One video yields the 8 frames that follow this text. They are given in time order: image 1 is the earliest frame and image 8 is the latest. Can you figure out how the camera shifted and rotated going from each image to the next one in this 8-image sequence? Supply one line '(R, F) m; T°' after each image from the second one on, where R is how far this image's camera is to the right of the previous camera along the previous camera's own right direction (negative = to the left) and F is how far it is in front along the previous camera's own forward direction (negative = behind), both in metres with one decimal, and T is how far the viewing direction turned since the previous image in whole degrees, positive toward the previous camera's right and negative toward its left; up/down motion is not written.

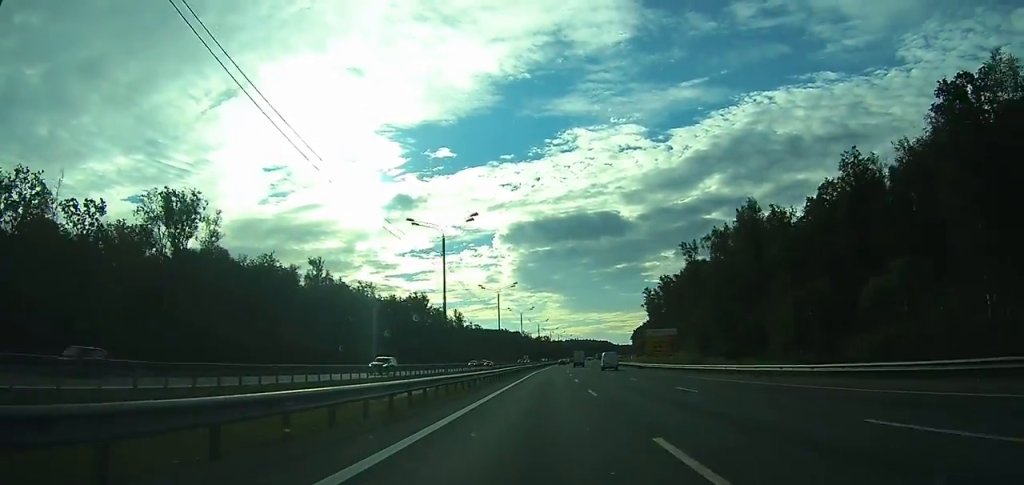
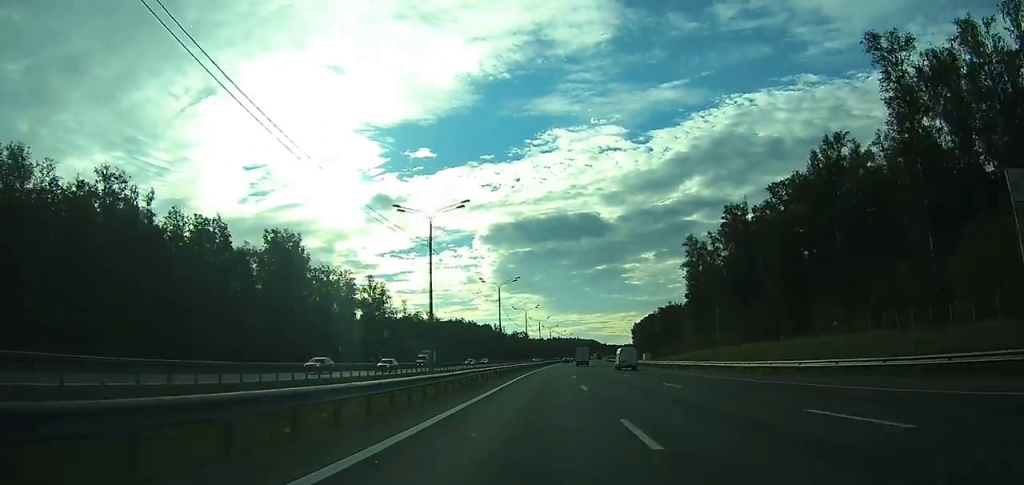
(+1.9, +90.9) m; +2°
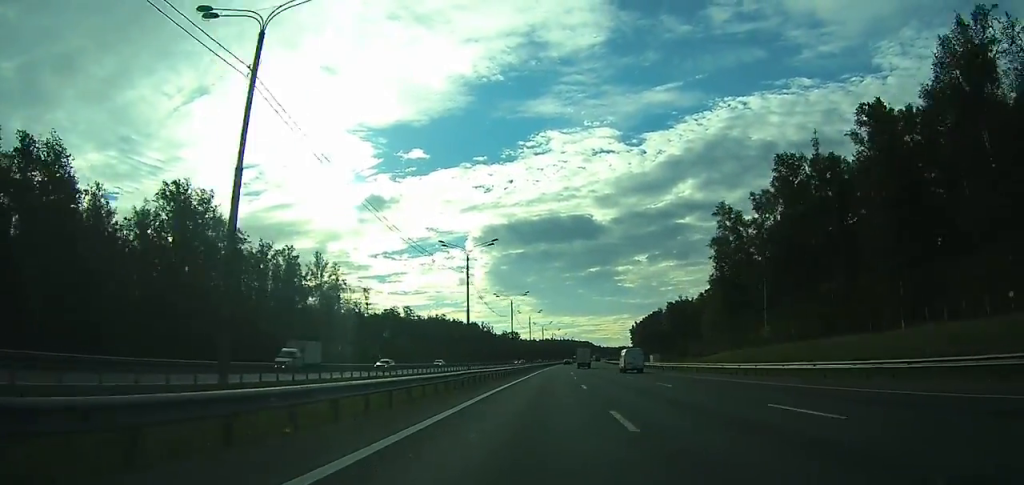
(+0.2, +27.3) m; +1°
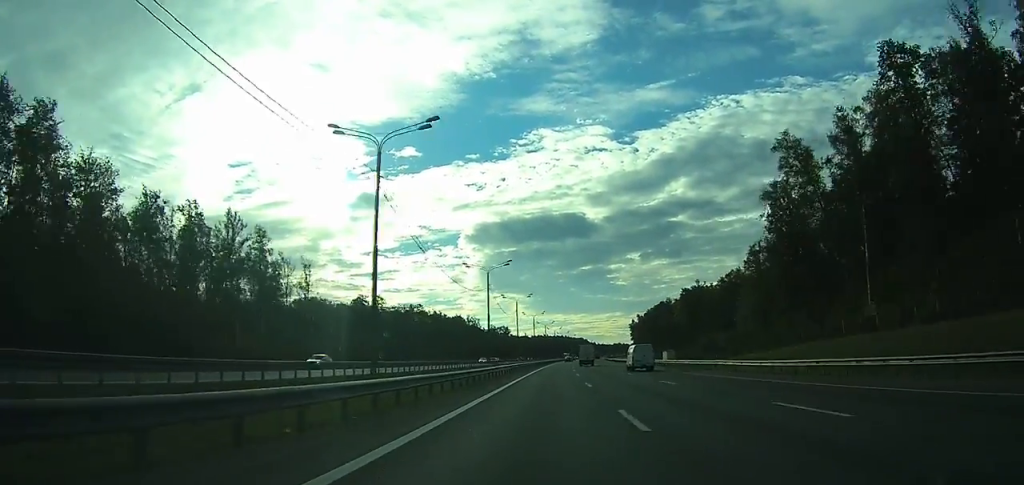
(+0.1, +29.0) m; +1°
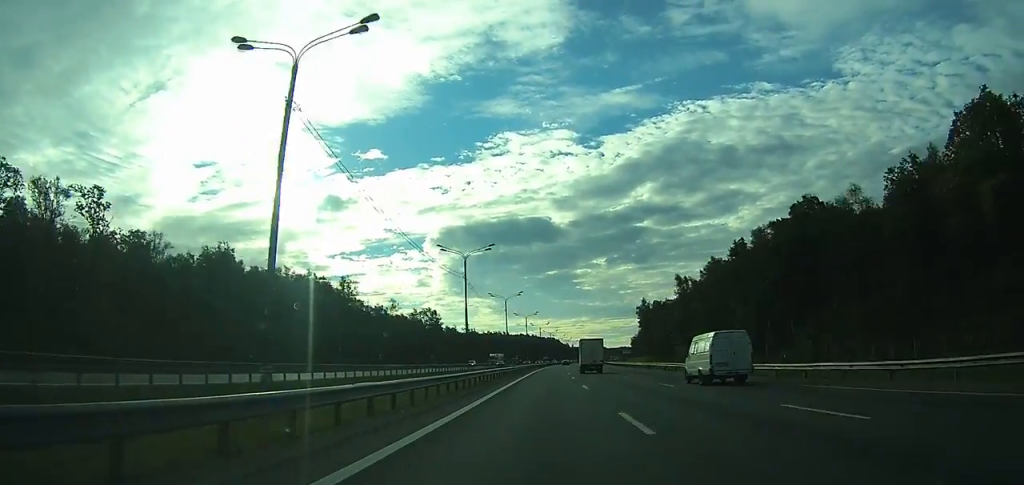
(+3.4, +139.3) m; +3°
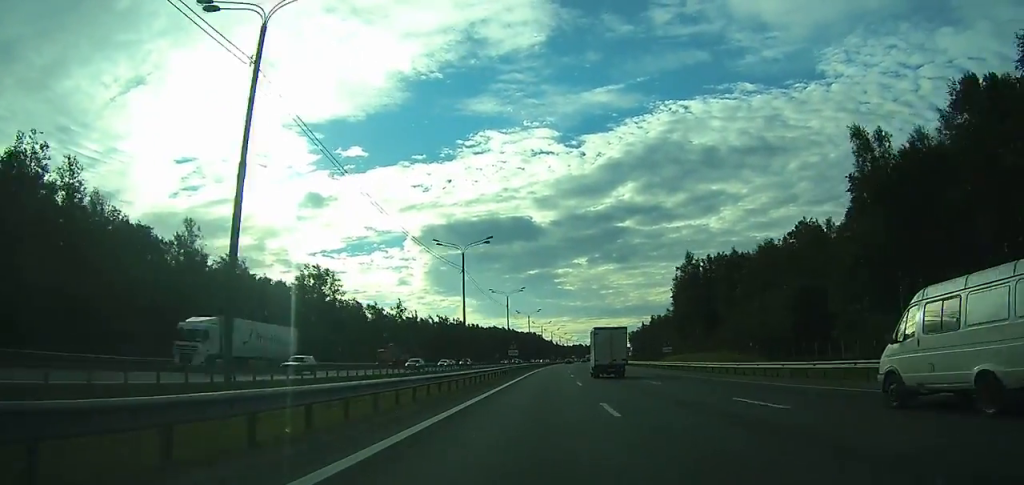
(+1.8, +96.5) m; +2°
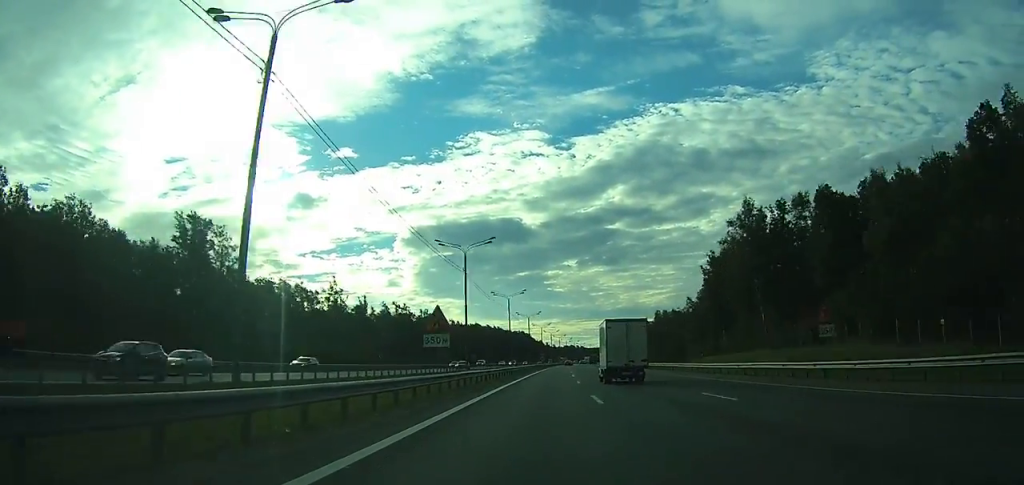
(+0.4, +41.7) m; +1°
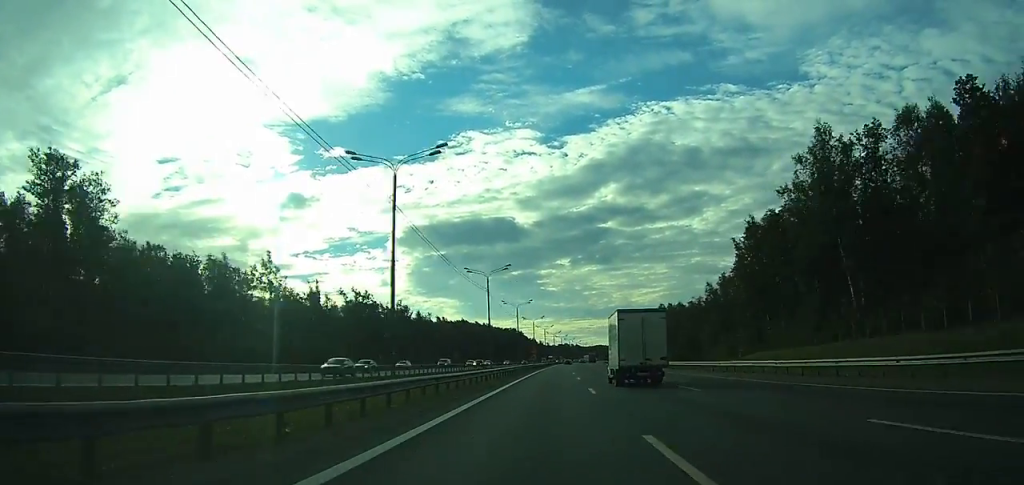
(0.0, +25.3) m; 0°
